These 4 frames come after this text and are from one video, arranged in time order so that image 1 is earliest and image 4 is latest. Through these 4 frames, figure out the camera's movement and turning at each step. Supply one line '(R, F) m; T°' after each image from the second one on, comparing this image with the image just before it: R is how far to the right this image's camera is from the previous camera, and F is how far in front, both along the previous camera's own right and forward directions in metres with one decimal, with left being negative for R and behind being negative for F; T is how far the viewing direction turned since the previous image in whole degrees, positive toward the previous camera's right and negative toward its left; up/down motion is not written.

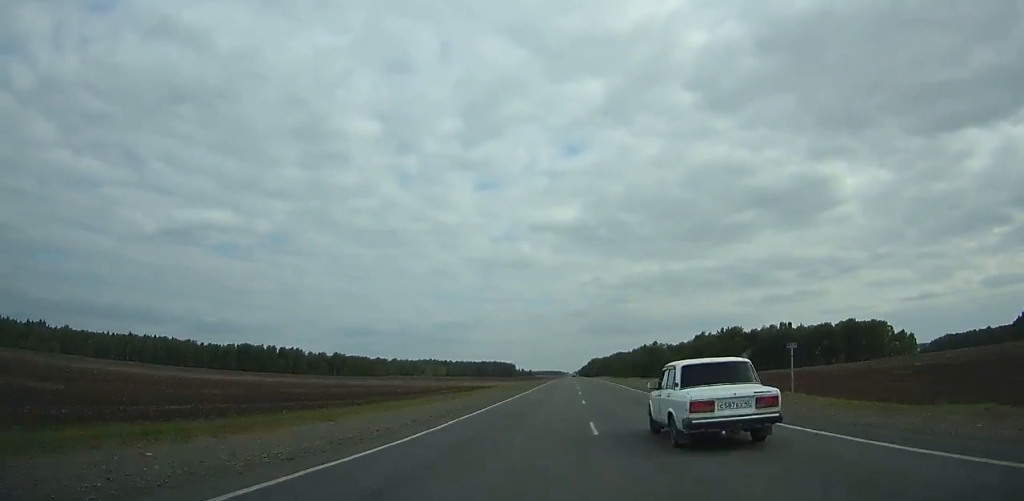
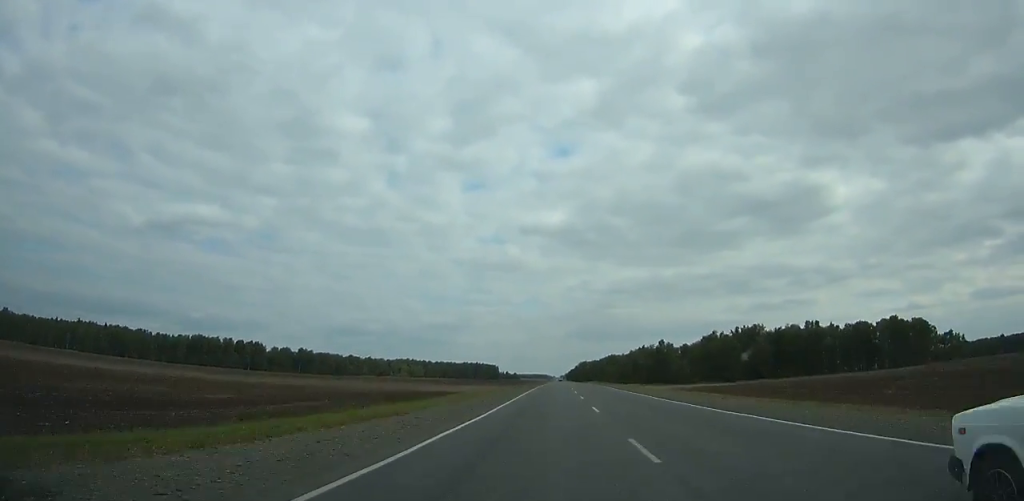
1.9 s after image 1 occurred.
(+0.2, +50.5) m; +1°
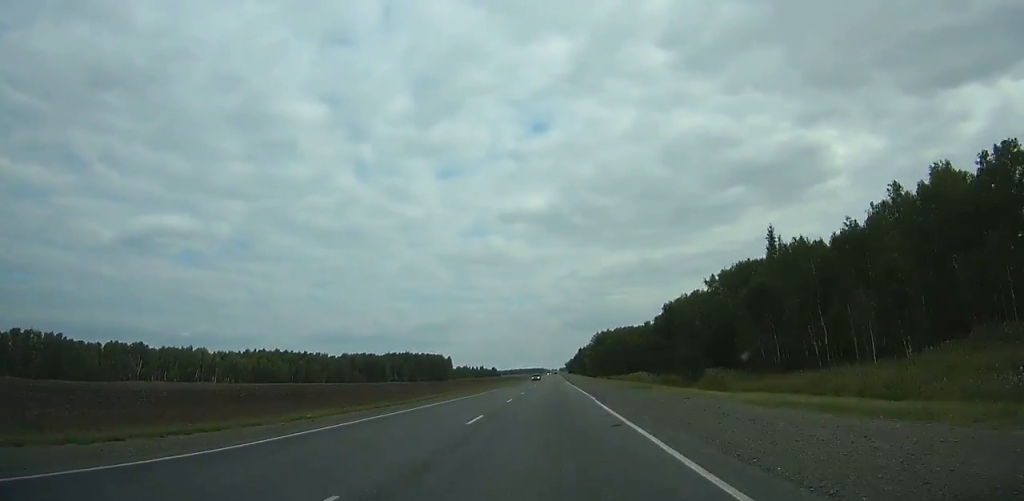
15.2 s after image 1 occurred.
(+4.7, +363.4) m; +1°
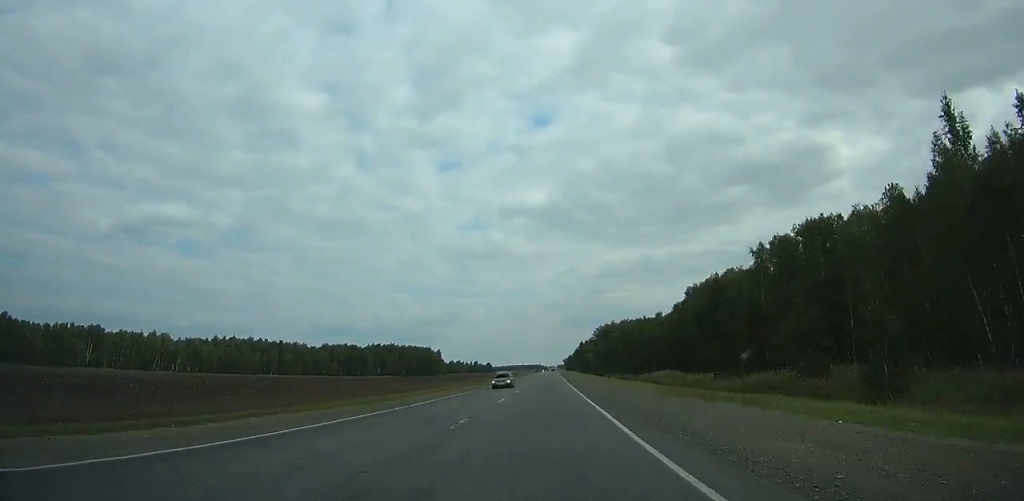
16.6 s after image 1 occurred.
(0.0, +37.3) m; 0°
